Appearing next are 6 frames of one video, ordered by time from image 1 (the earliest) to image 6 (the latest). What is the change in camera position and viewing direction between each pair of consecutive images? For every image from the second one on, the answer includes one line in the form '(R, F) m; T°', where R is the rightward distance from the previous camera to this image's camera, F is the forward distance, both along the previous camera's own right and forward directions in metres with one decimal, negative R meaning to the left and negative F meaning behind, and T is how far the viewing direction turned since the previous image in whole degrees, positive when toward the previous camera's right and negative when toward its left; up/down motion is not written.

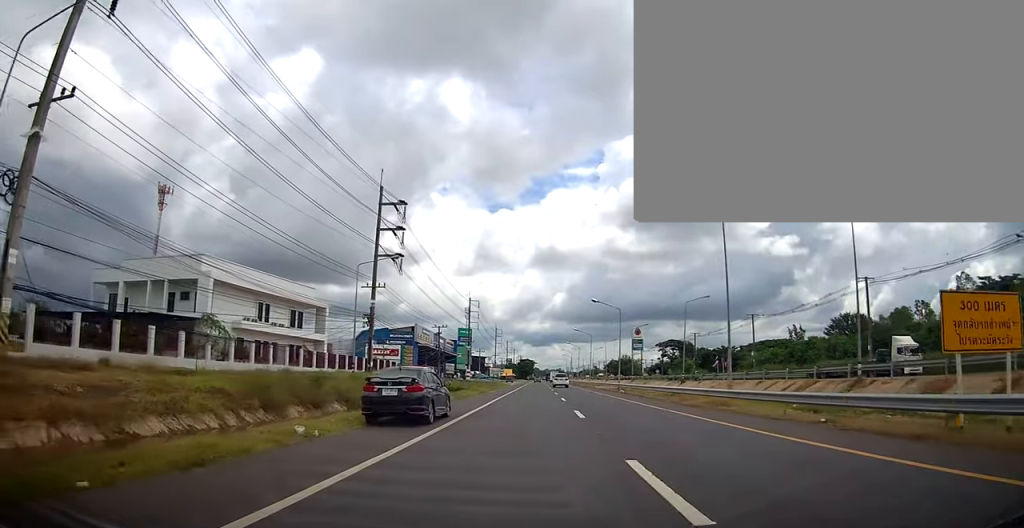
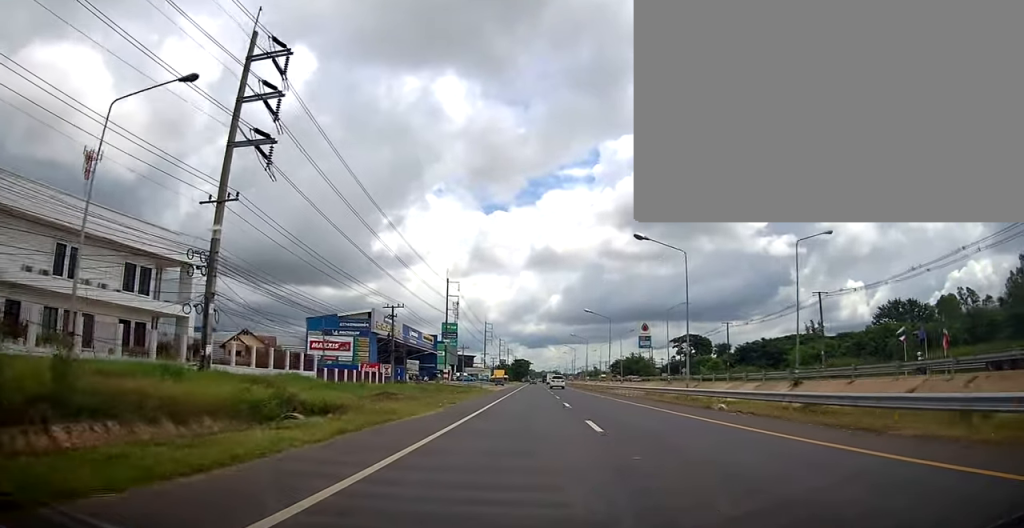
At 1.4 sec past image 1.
(+0.4, +28.9) m; +1°
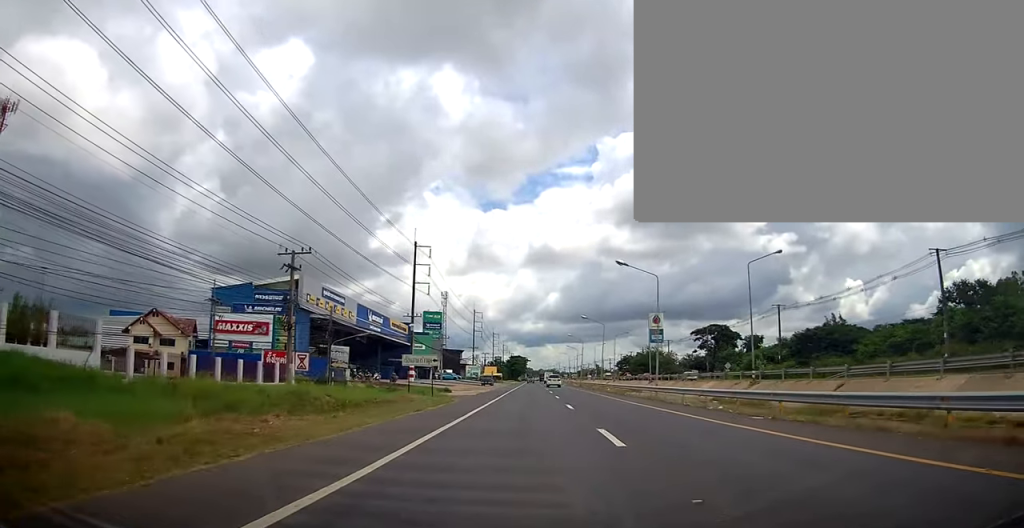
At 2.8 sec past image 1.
(-0.1, +27.6) m; 0°
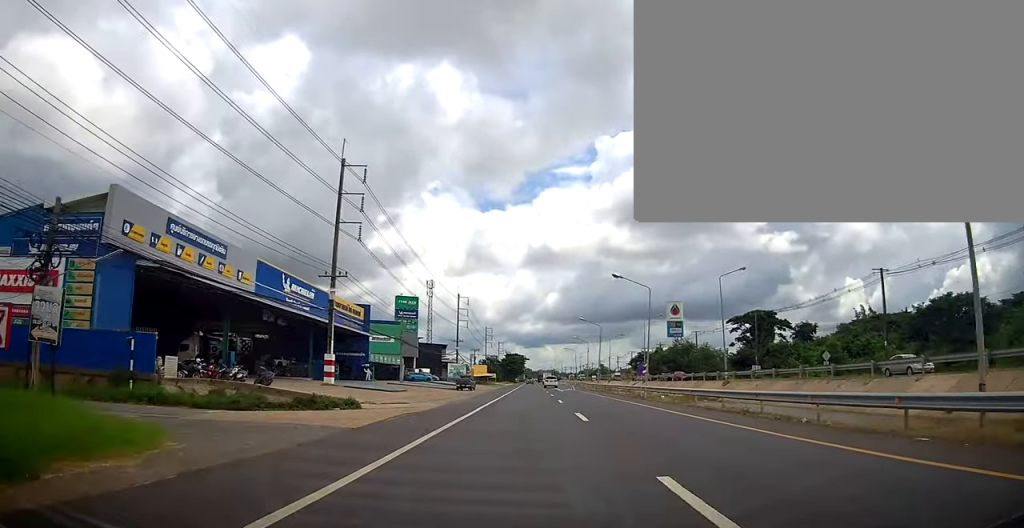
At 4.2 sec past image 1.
(-0.1, +30.9) m; 0°
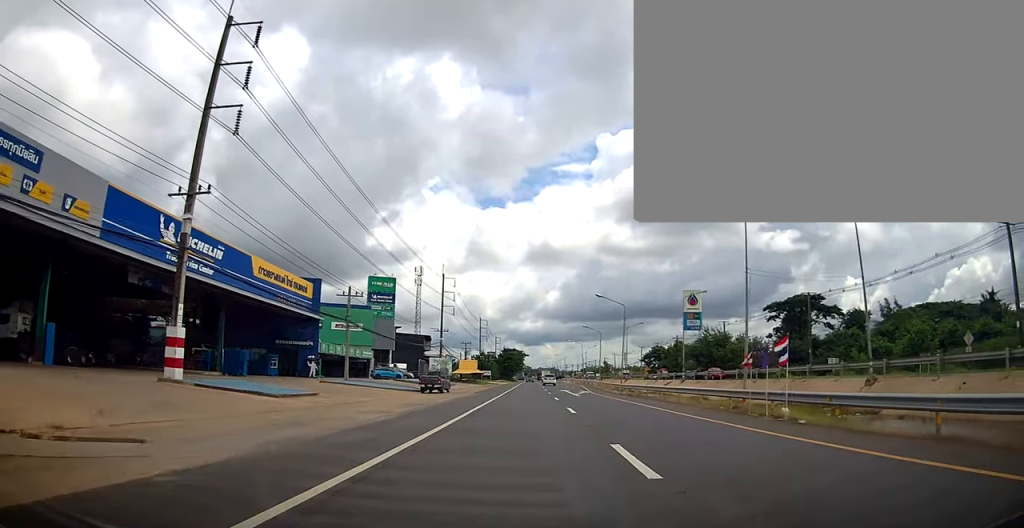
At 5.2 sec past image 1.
(0.0, +21.4) m; 0°
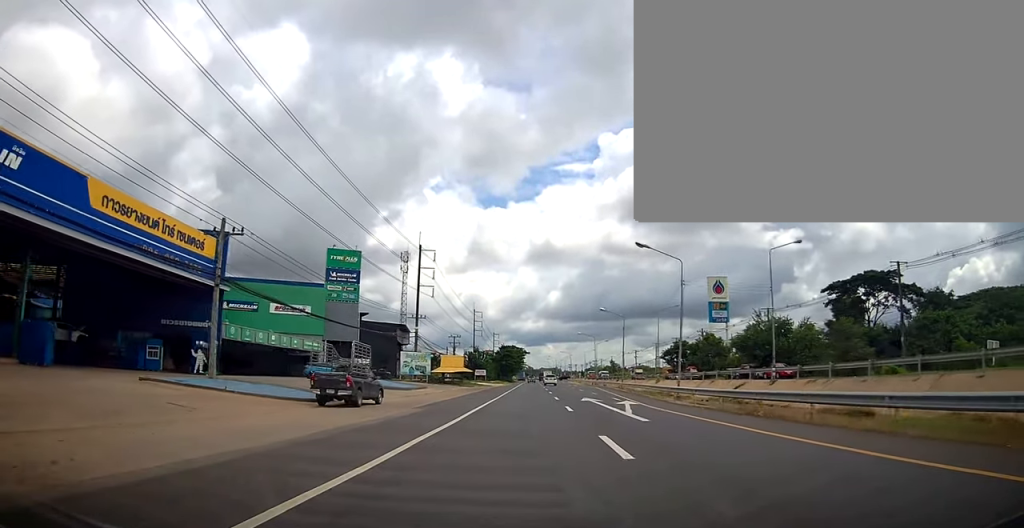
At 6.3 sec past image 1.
(+0.1, +22.9) m; 0°
